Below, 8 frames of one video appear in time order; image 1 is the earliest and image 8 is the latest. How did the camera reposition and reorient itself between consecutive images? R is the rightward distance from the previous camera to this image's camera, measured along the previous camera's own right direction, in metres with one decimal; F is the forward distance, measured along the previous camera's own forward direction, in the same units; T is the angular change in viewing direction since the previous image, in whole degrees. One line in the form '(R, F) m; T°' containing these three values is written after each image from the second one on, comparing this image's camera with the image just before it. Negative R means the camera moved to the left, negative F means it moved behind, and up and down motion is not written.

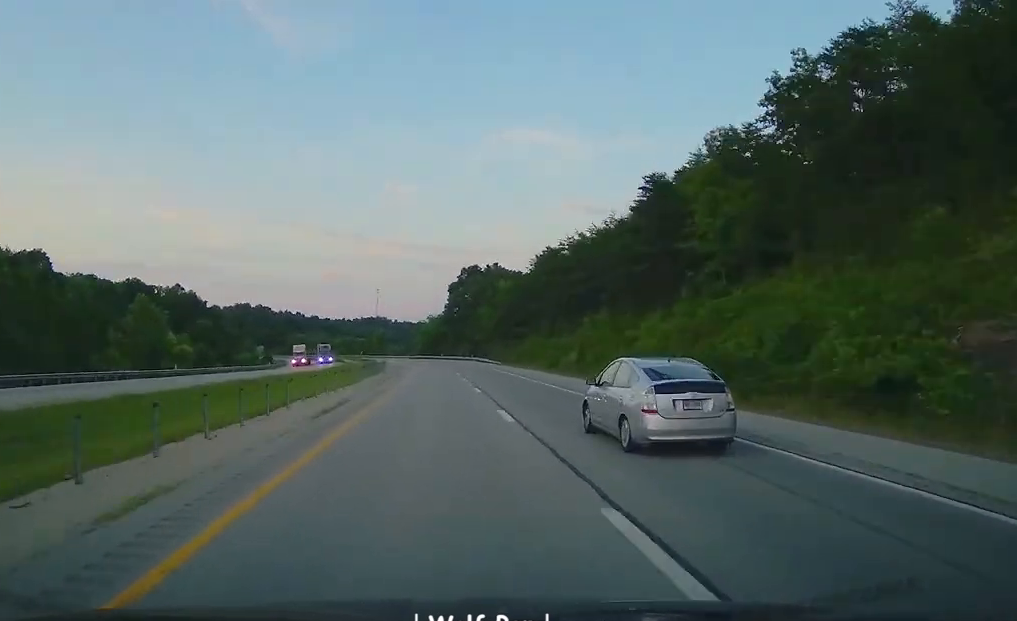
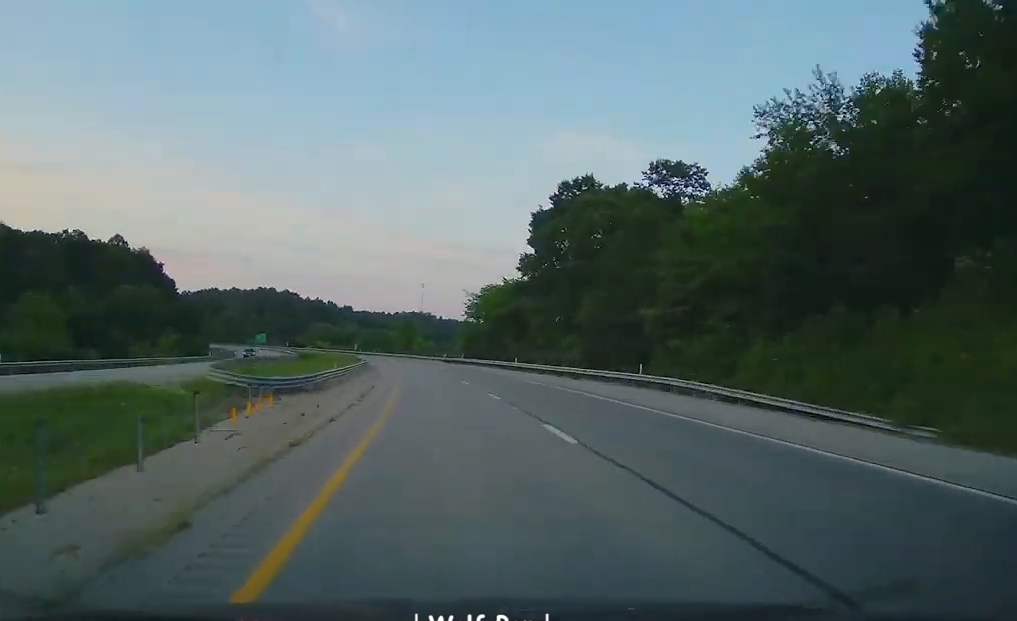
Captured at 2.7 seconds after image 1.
(+0.3, +90.5) m; -6°
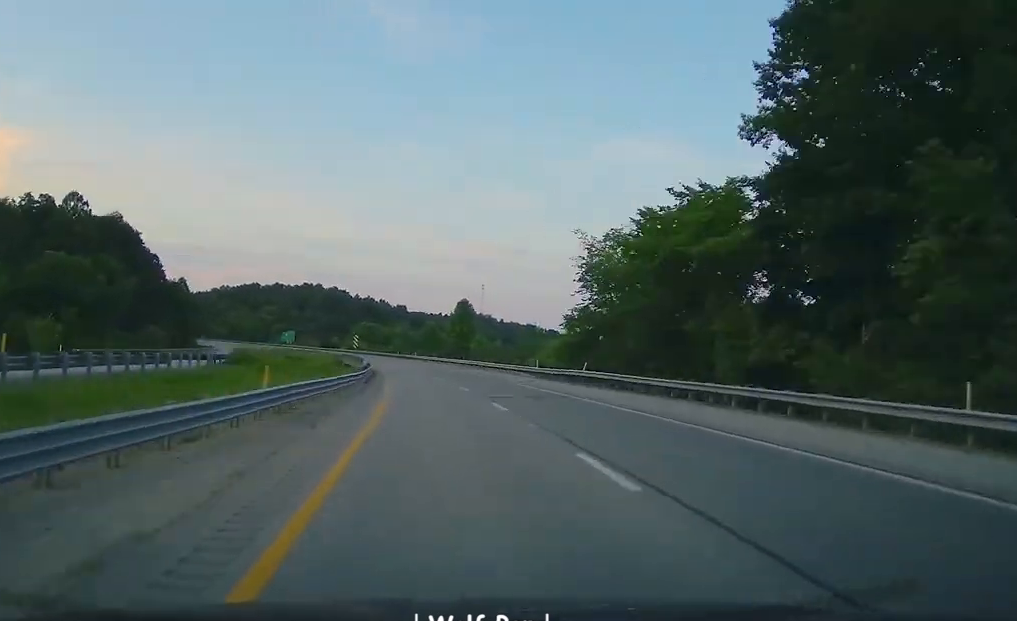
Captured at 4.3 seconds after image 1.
(-4.1, +53.3) m; -5°
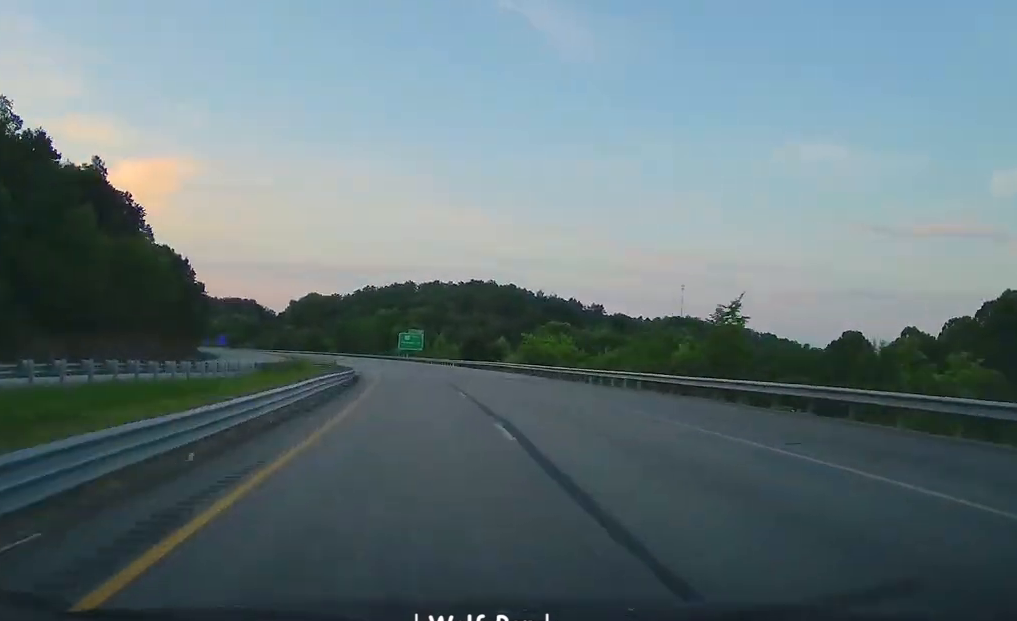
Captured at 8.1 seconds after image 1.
(-15.8, +127.6) m; -15°
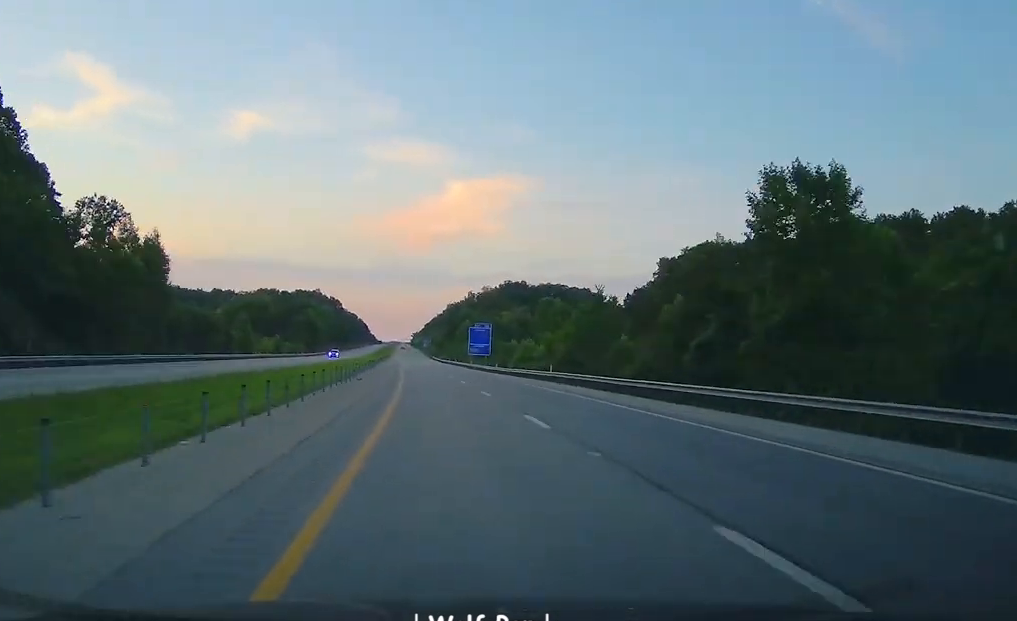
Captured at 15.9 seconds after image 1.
(-61.5, +250.2) m; -23°
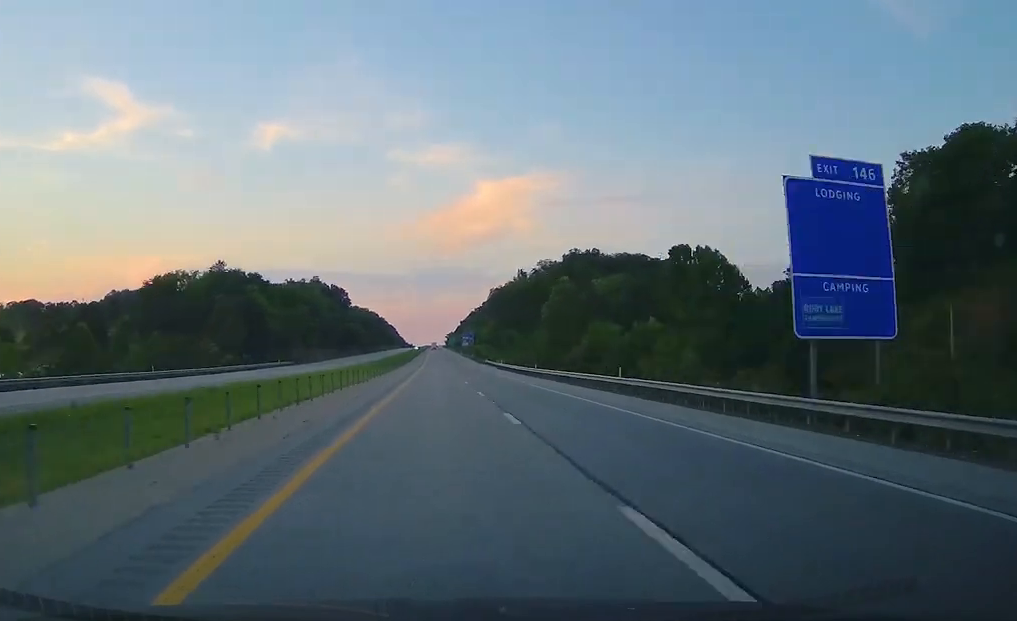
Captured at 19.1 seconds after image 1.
(-6.4, +109.5) m; -3°
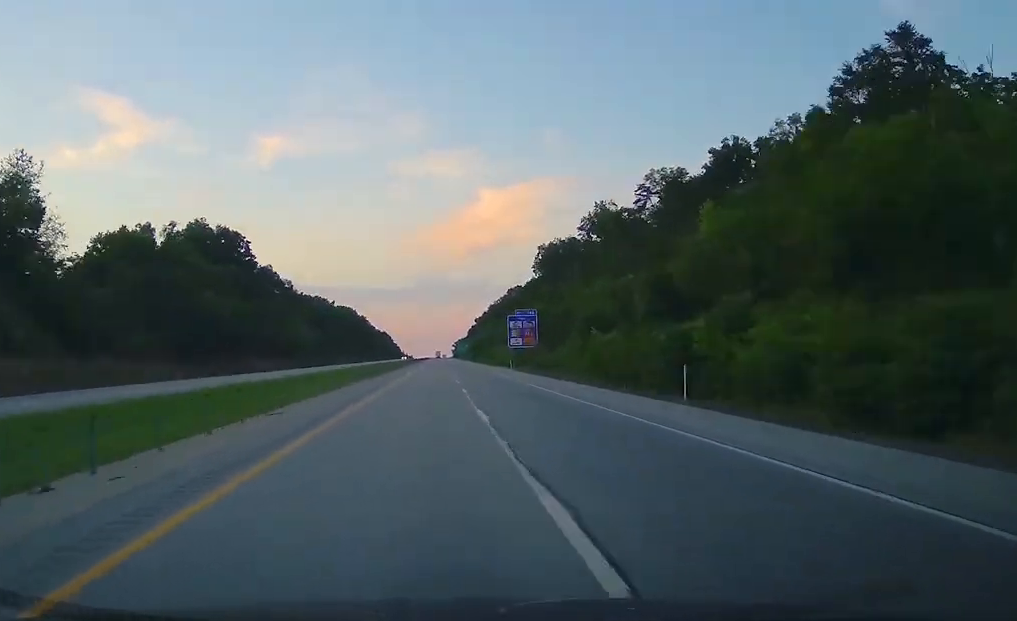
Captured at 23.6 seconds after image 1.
(+1.8, +156.9) m; 0°
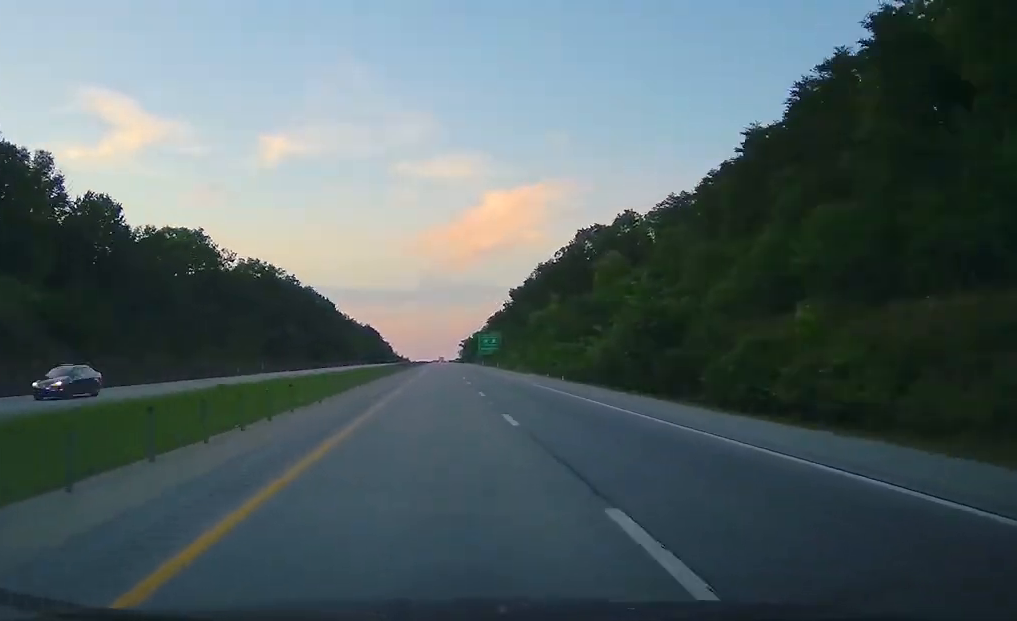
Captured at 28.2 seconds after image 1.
(-0.6, +157.2) m; 0°
